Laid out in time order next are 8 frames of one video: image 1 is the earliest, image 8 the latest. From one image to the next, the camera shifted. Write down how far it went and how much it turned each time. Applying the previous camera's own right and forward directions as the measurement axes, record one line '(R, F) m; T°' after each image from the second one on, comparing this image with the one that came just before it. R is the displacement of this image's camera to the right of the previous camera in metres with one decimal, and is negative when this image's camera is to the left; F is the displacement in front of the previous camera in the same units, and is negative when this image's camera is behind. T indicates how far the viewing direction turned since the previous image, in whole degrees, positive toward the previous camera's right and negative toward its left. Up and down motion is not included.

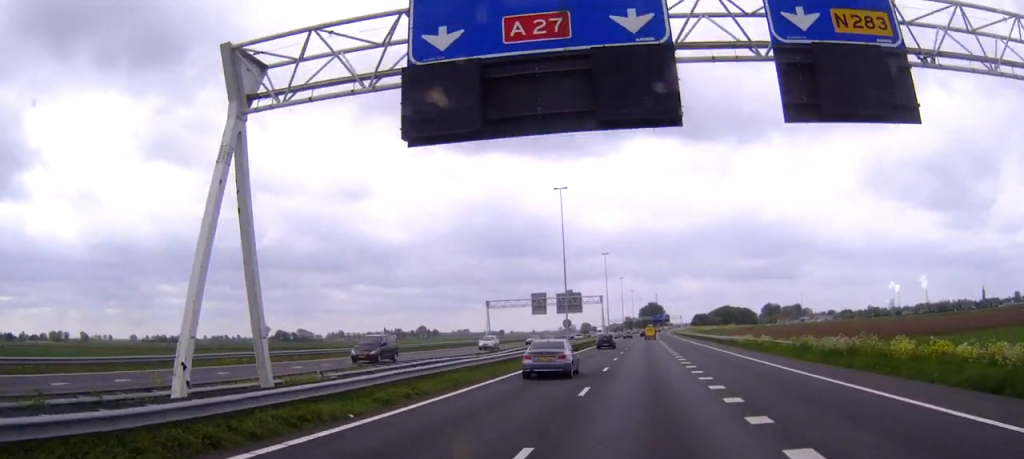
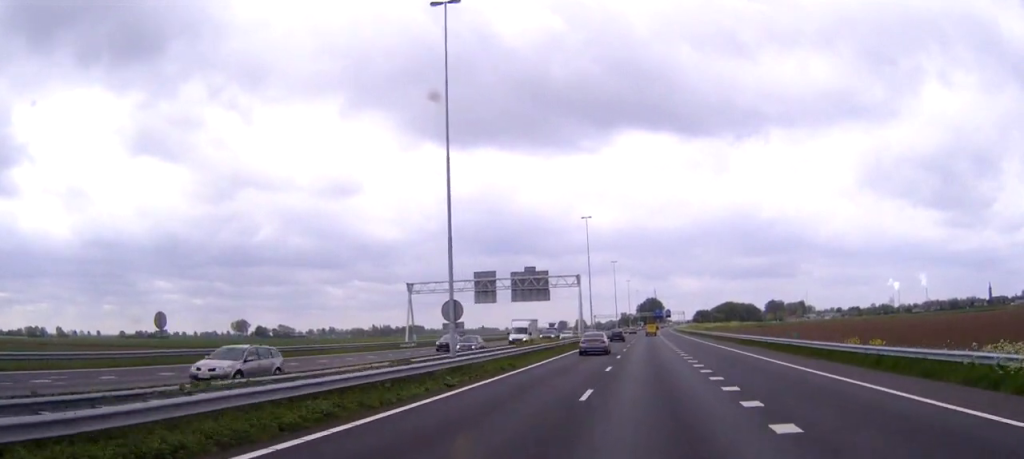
(-0.1, +49.9) m; 0°
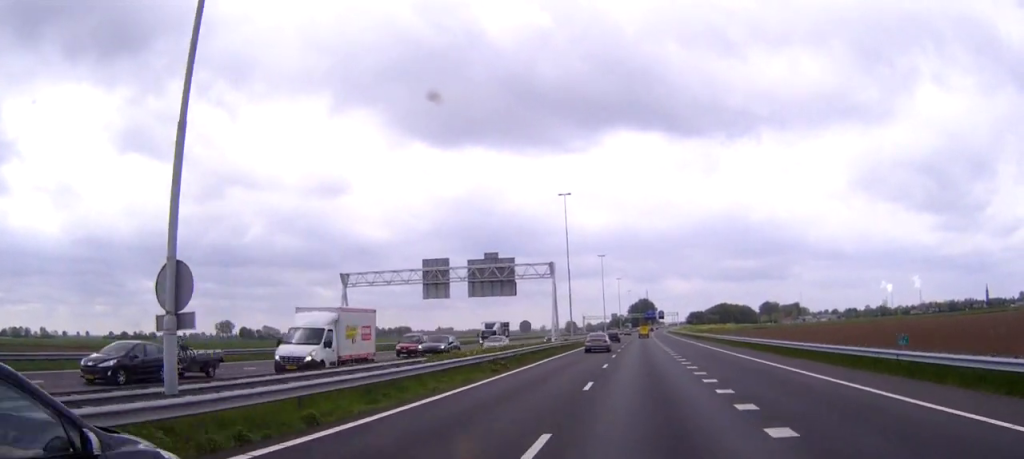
(+0.1, +20.2) m; 0°
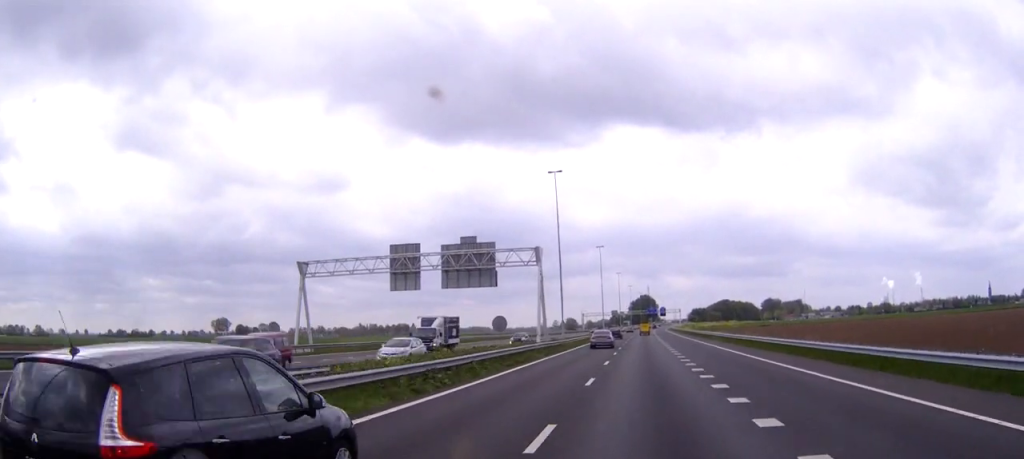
(0.0, +10.9) m; 0°
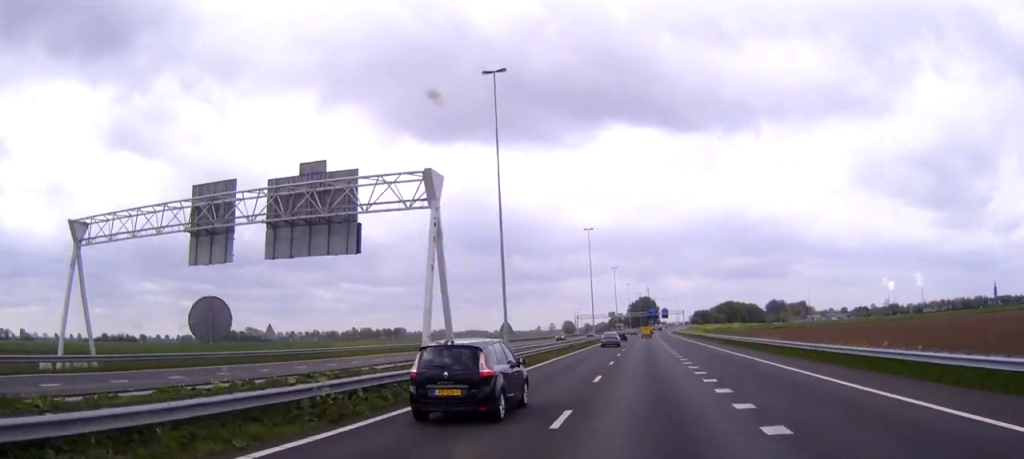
(0.0, +32.7) m; 0°
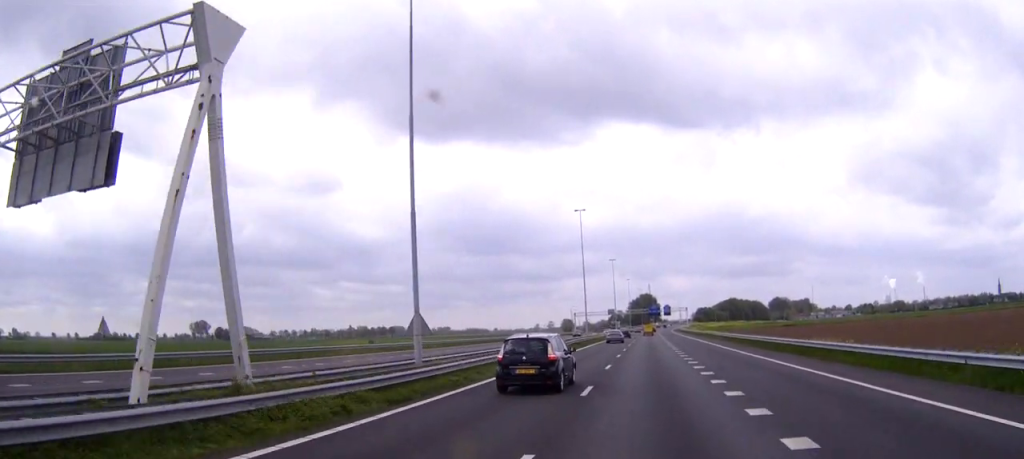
(-0.1, +17.9) m; 0°
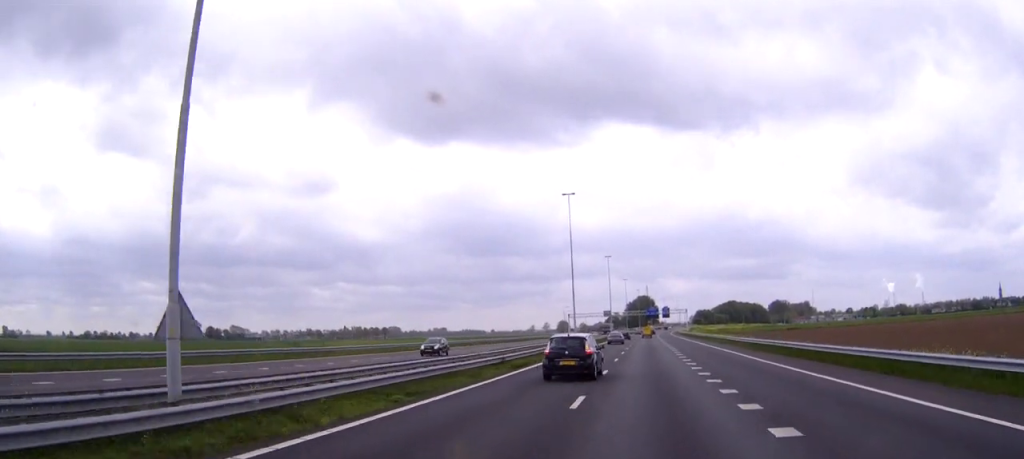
(0.0, +14.8) m; 0°
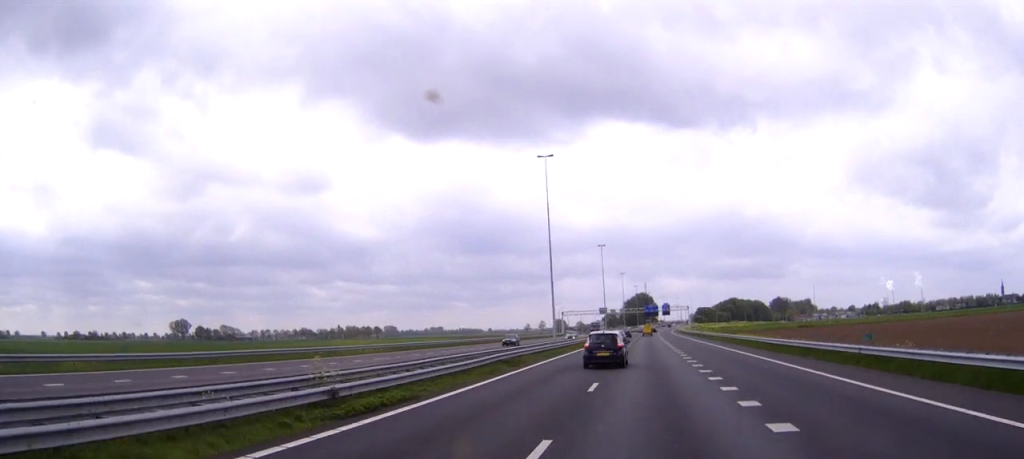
(0.0, +19.5) m; 0°
